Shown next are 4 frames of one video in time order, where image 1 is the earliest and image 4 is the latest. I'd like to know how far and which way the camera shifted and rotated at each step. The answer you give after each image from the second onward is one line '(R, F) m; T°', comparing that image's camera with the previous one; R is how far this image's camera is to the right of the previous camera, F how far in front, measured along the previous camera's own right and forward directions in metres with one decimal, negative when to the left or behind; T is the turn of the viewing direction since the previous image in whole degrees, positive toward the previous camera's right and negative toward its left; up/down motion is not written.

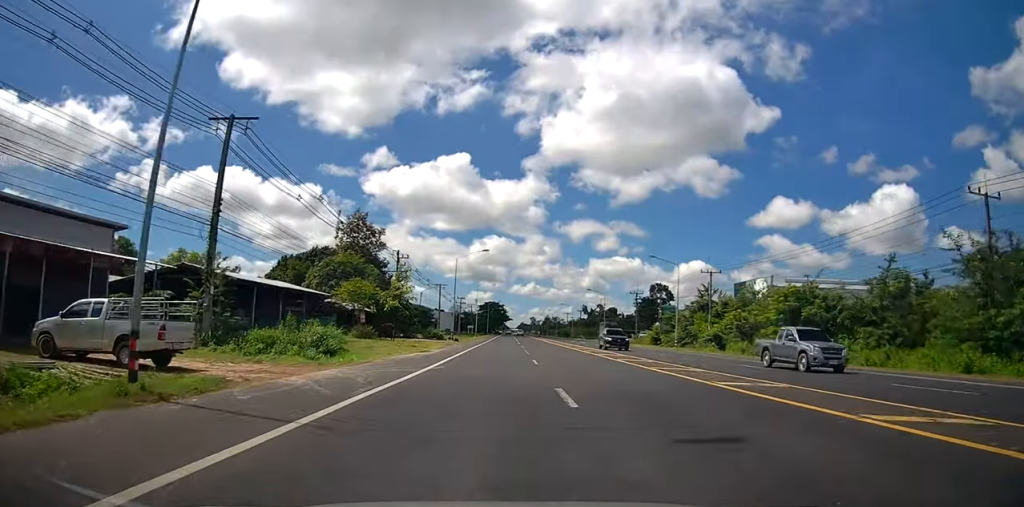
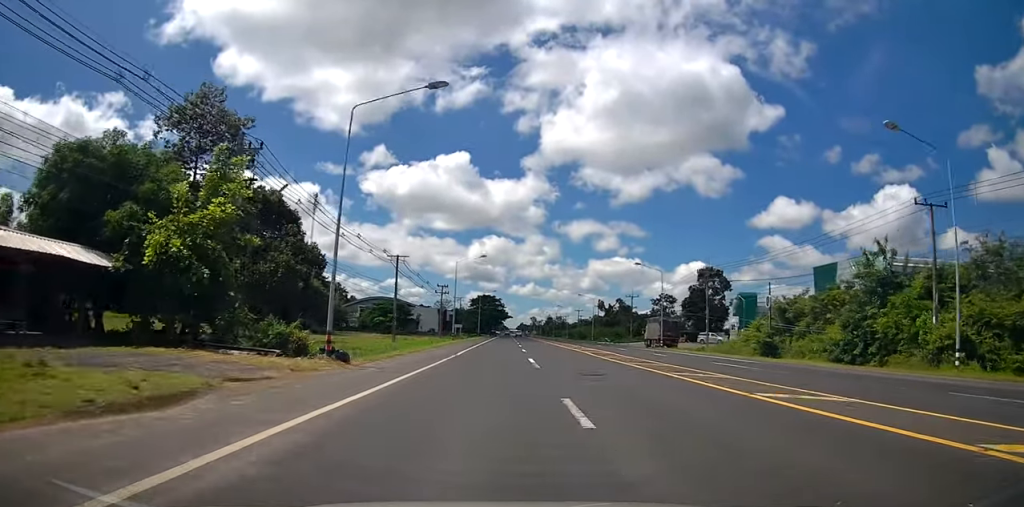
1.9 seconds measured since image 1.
(+0.4, +38.7) m; 0°
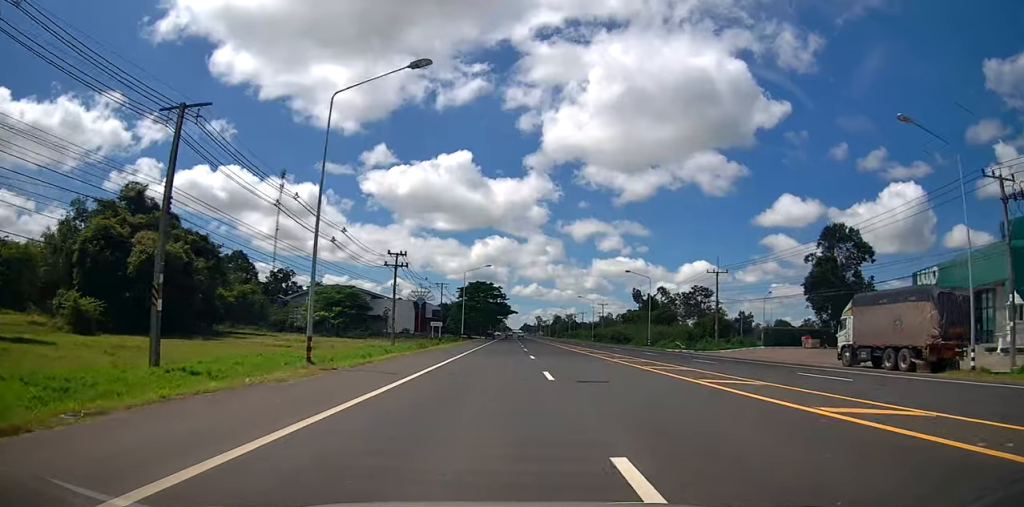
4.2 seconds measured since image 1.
(-0.3, +44.2) m; -1°
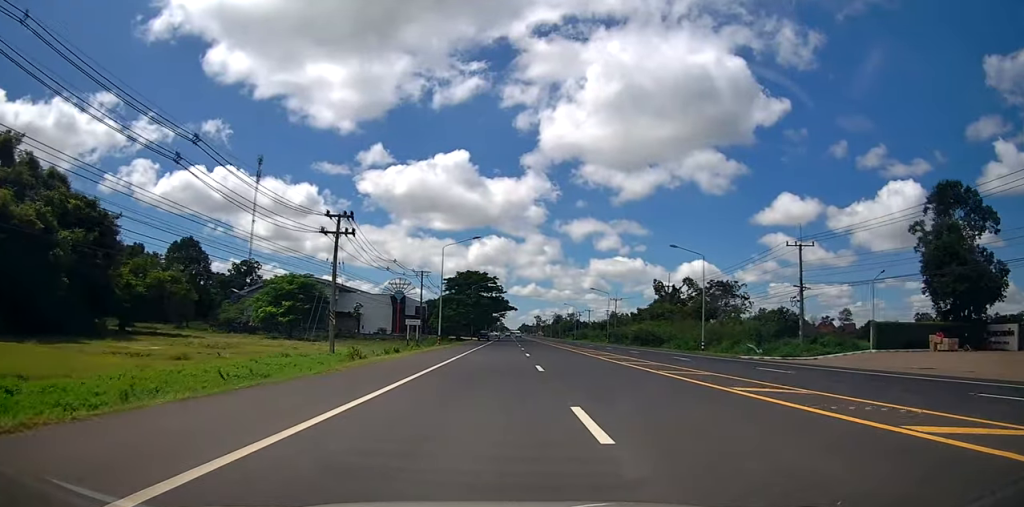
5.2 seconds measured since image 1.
(0.0, +20.3) m; +1°
